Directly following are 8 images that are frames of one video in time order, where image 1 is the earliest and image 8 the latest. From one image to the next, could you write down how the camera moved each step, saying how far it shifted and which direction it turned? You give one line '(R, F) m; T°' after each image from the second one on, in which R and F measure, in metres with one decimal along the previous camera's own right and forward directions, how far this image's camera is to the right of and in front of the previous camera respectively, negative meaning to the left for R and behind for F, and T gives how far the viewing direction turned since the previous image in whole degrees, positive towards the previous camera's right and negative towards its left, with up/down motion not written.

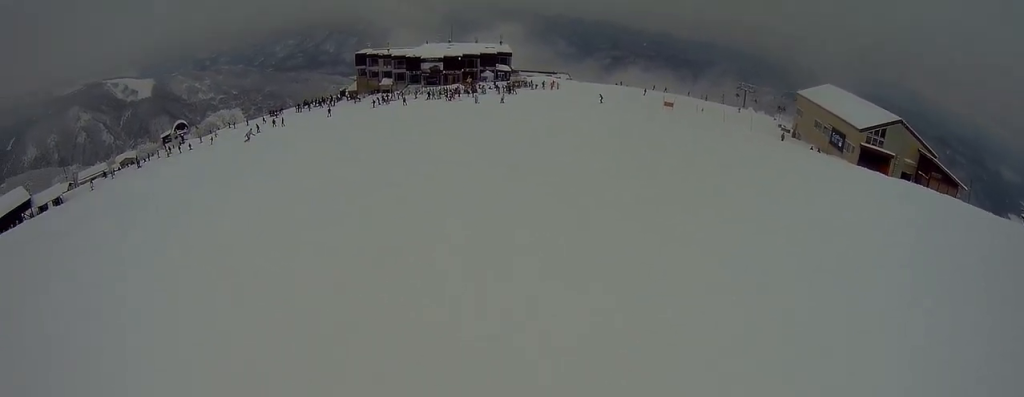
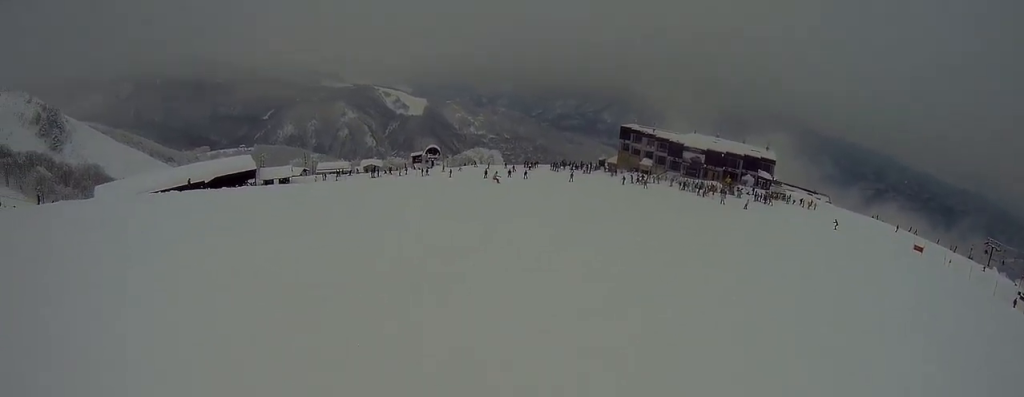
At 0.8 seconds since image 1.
(-1.0, +5.0) m; -13°
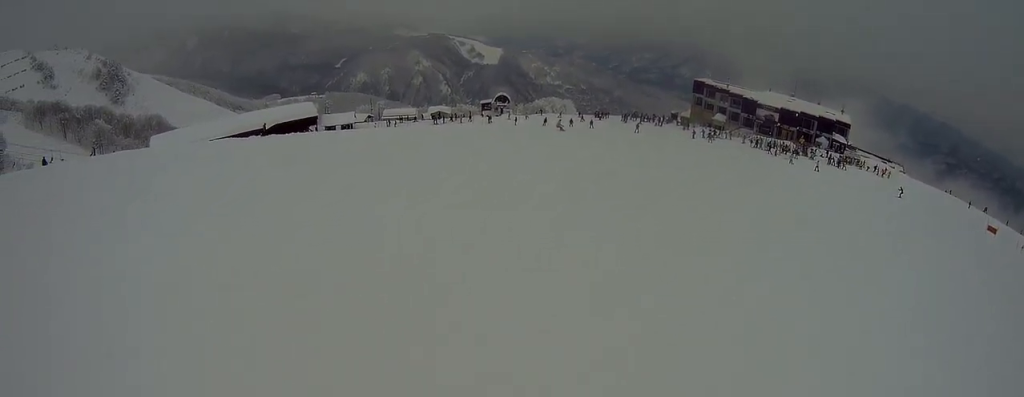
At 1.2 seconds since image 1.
(-0.1, +2.8) m; -2°
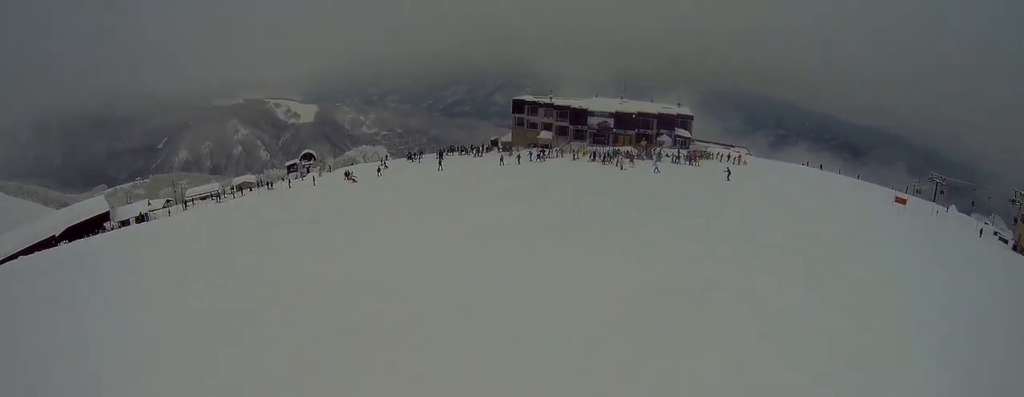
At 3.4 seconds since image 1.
(+0.1, +13.5) m; +16°
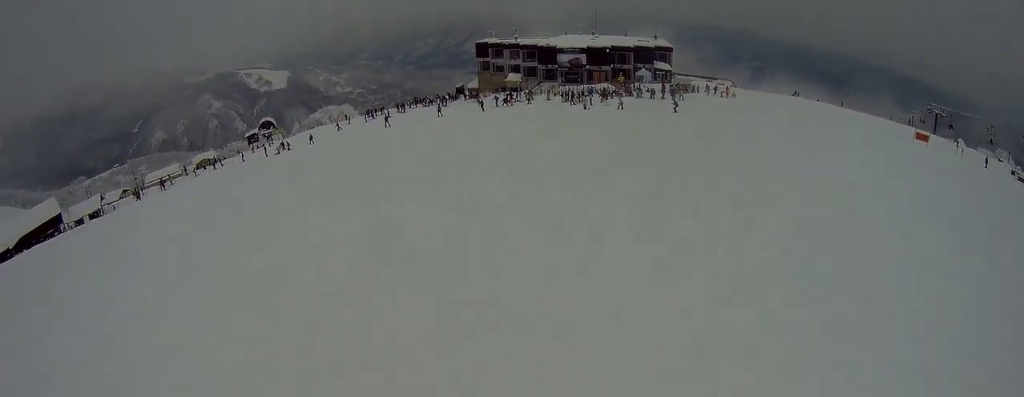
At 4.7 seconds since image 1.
(+1.1, +7.8) m; -4°
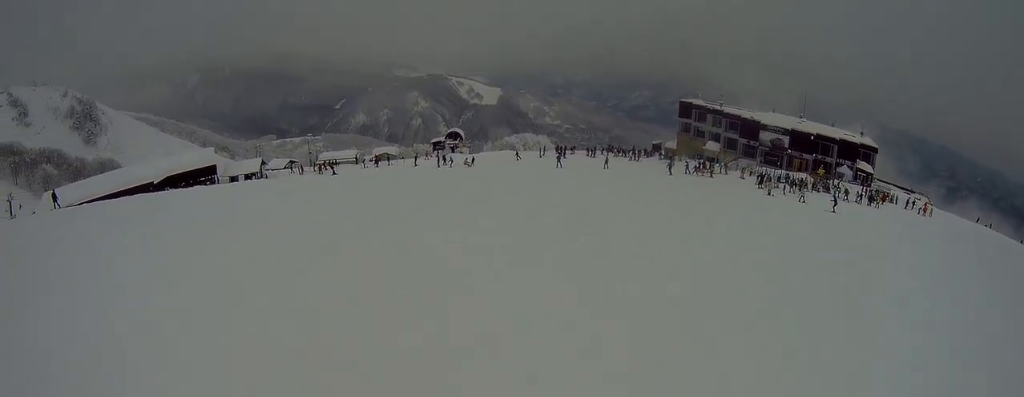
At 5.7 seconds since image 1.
(-1.2, +5.6) m; -18°
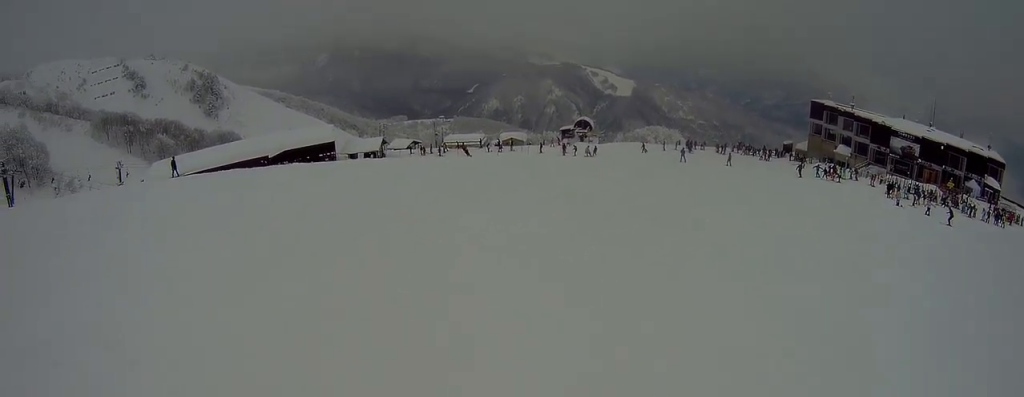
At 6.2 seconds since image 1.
(+0.2, +2.3) m; -8°
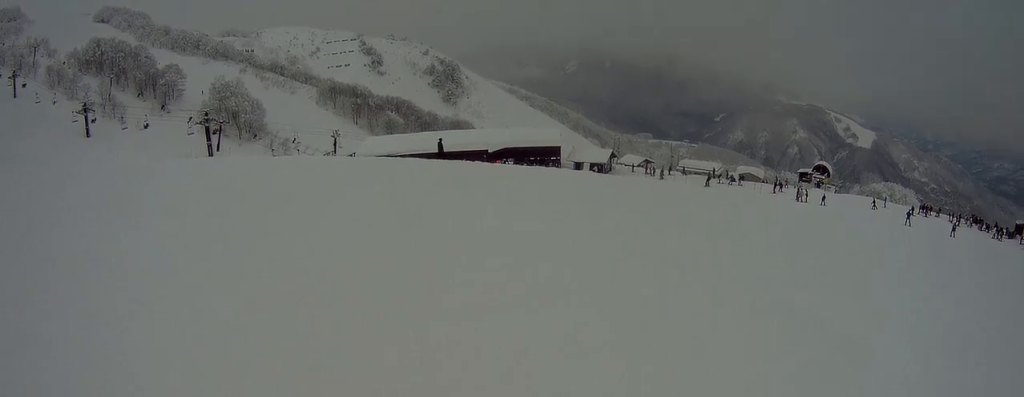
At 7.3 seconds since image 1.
(-1.4, +4.8) m; -6°
